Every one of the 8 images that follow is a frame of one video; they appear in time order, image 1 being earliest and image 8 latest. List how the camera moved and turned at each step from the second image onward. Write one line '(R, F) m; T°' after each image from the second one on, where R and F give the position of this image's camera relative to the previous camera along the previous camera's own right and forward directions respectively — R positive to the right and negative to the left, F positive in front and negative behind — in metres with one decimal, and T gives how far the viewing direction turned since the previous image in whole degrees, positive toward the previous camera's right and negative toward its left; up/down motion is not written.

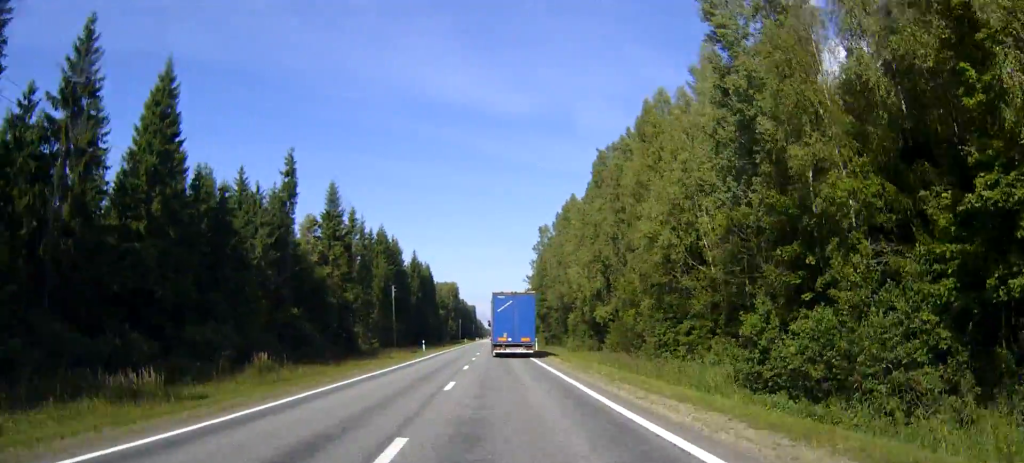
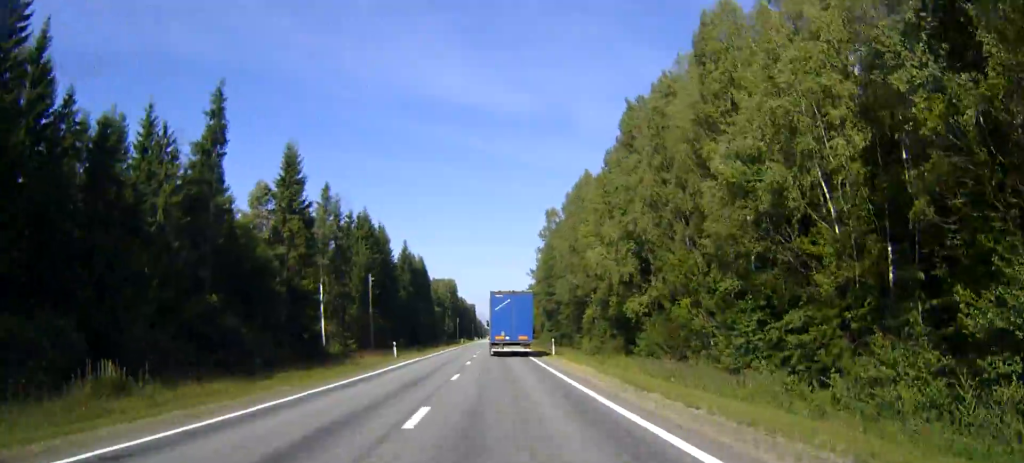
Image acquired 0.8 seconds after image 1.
(+0.1, +19.7) m; 0°
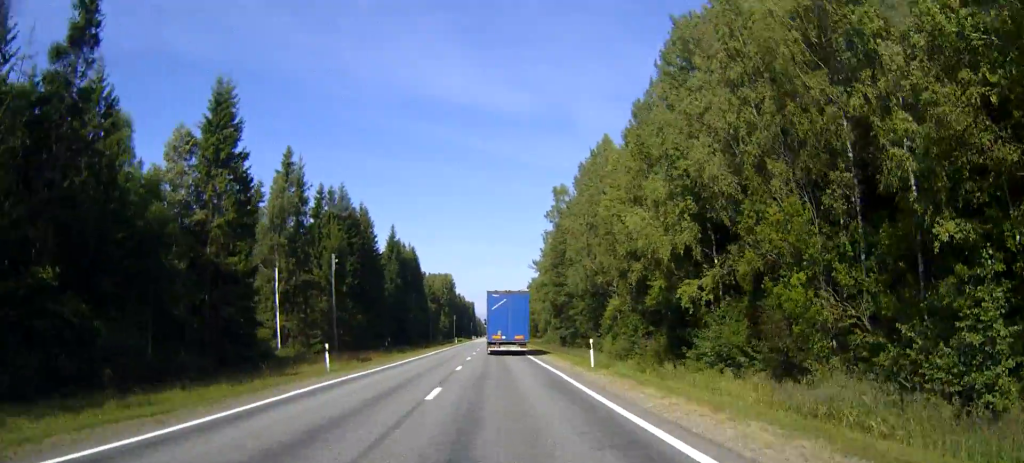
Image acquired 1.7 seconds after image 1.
(0.0, +19.8) m; 0°
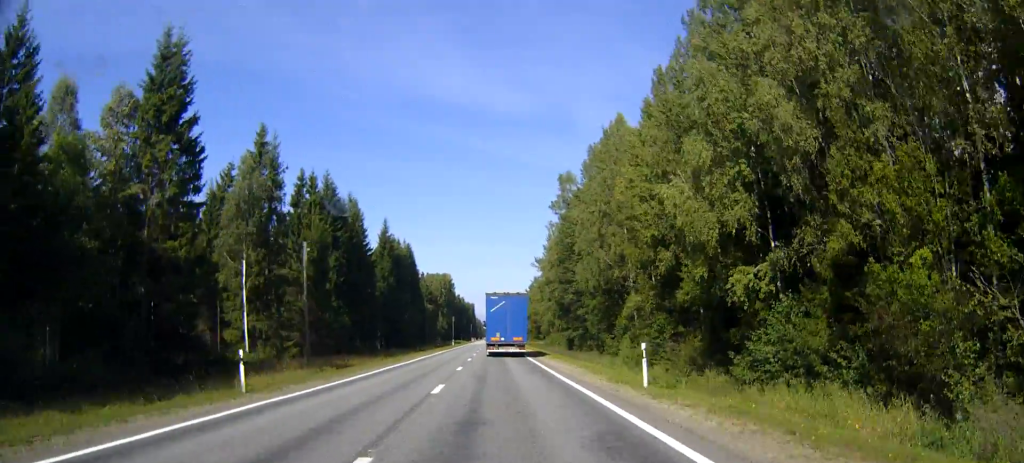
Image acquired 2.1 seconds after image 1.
(0.0, +10.3) m; 0°
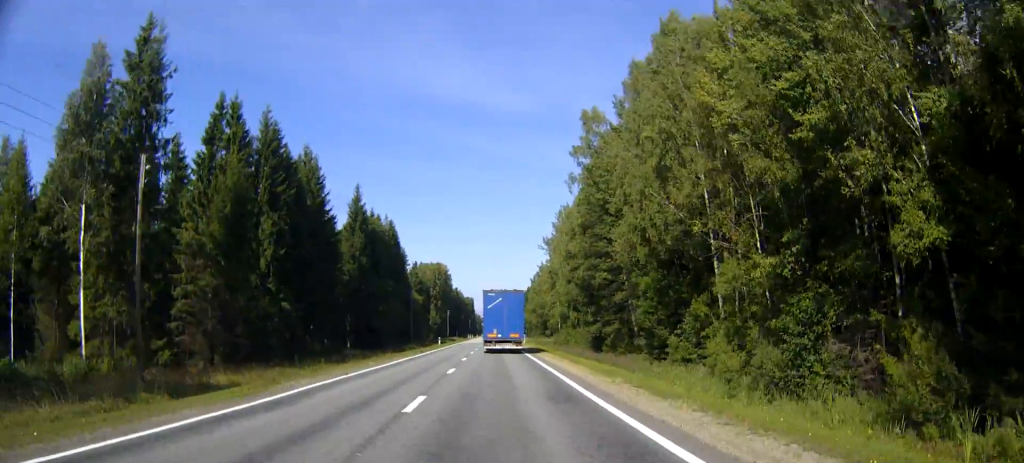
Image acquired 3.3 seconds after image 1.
(0.0, +28.5) m; 0°
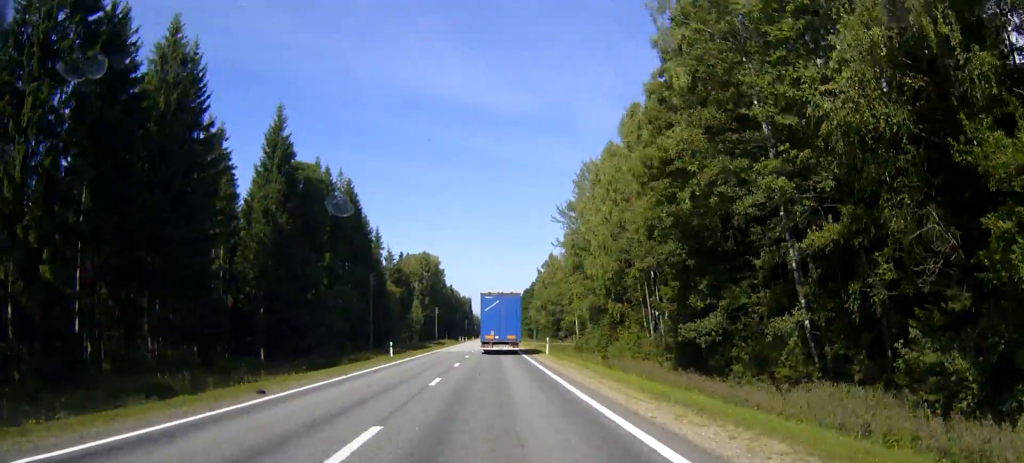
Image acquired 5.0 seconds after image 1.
(0.0, +41.2) m; 0°
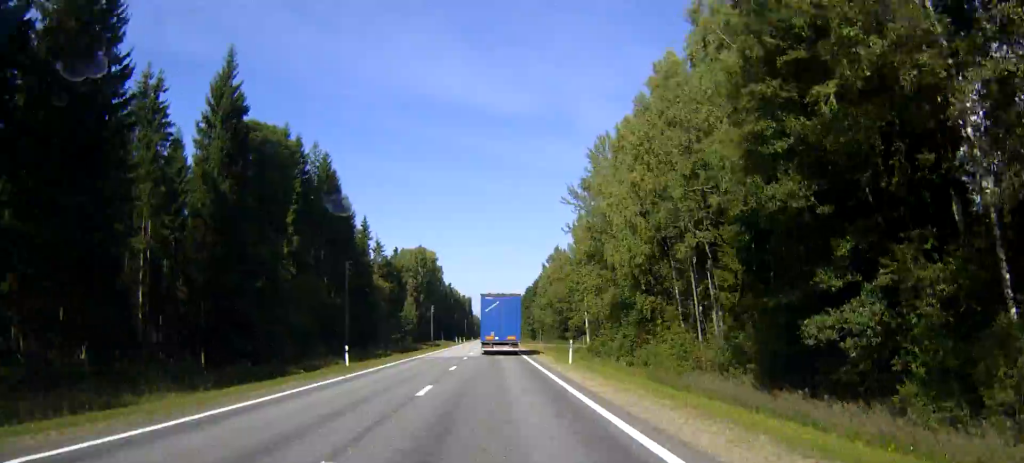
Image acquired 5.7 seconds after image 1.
(0.0, +15.0) m; 0°
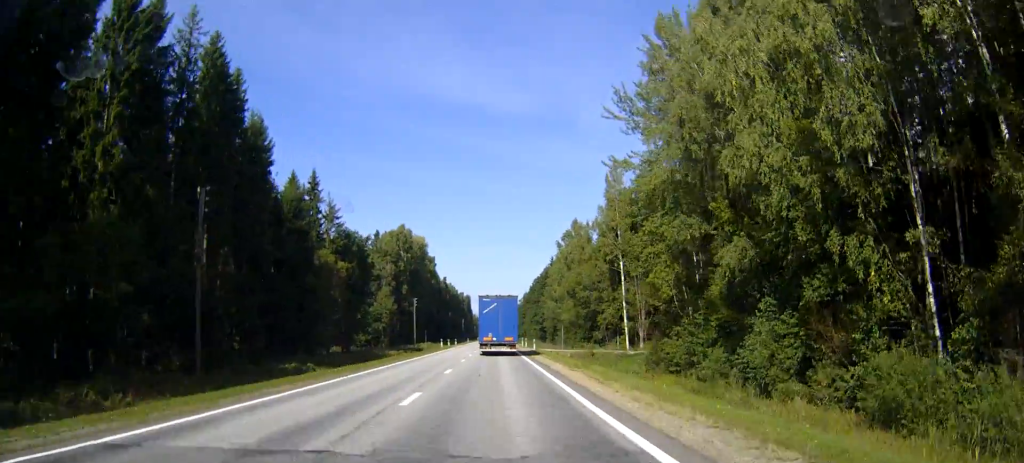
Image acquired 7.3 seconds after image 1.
(0.0, +38.0) m; 0°
